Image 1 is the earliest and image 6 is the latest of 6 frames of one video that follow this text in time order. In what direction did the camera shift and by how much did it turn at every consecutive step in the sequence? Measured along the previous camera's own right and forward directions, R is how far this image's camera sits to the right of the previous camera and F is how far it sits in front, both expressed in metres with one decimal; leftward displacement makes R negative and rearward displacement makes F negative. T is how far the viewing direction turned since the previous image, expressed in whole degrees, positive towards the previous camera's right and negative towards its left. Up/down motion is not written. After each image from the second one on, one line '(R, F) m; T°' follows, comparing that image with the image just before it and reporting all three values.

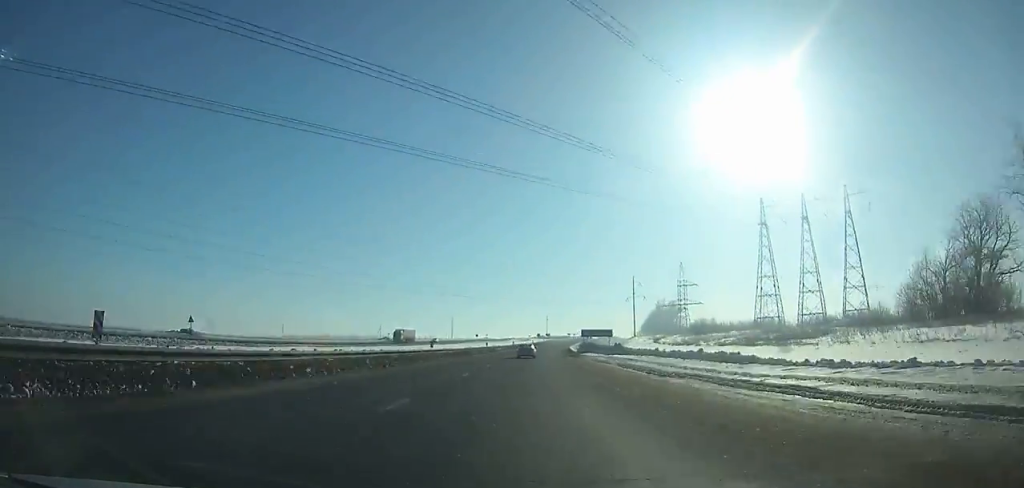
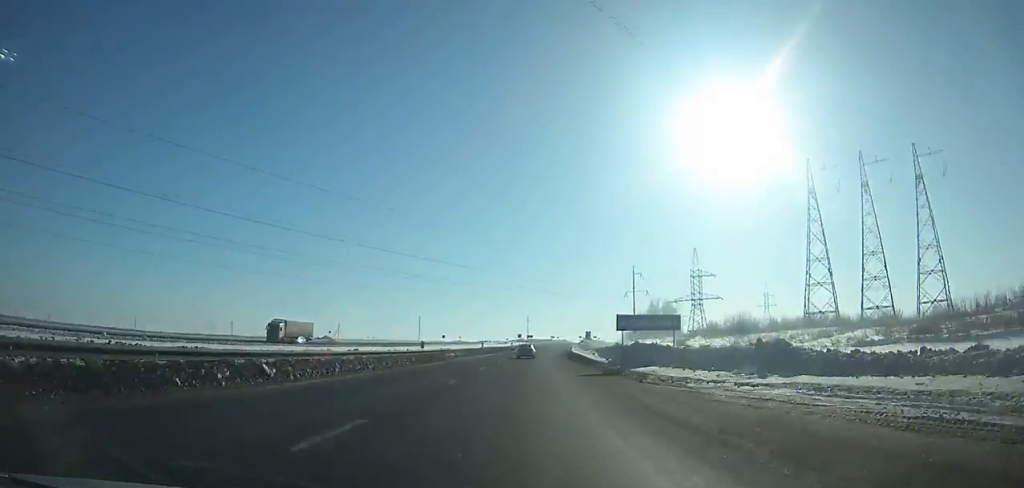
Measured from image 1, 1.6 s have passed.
(+0.2, +39.4) m; +2°
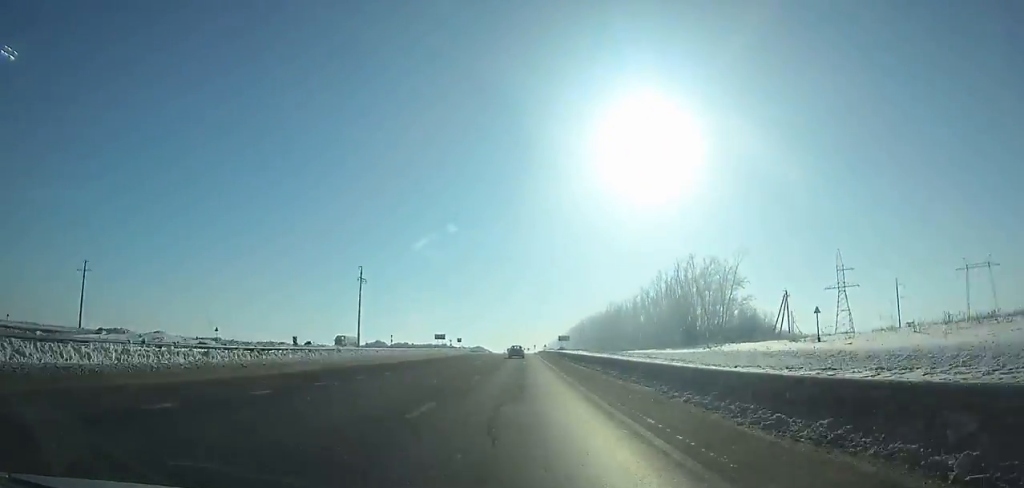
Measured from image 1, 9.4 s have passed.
(+14.1, +186.3) m; +7°
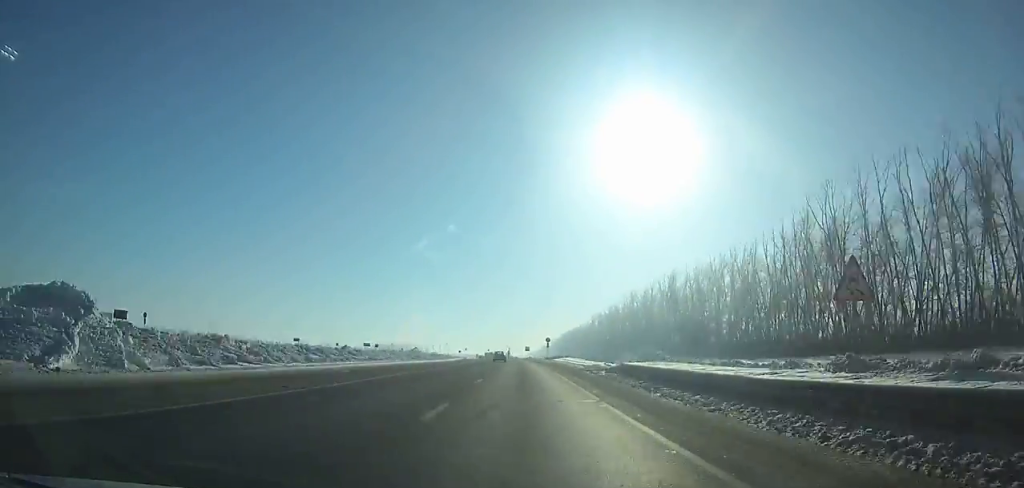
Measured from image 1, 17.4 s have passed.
(+0.5, +192.3) m; -1°
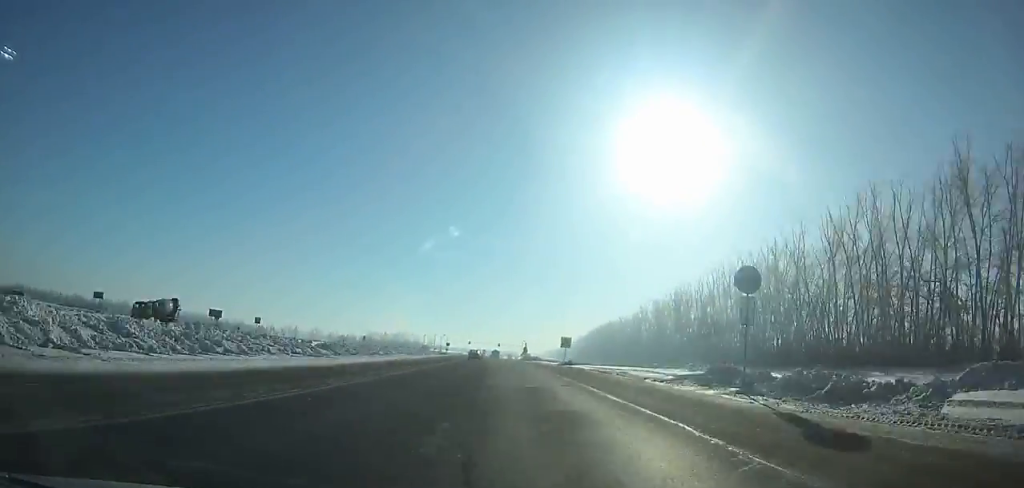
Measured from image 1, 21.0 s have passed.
(-1.3, +87.6) m; -2°
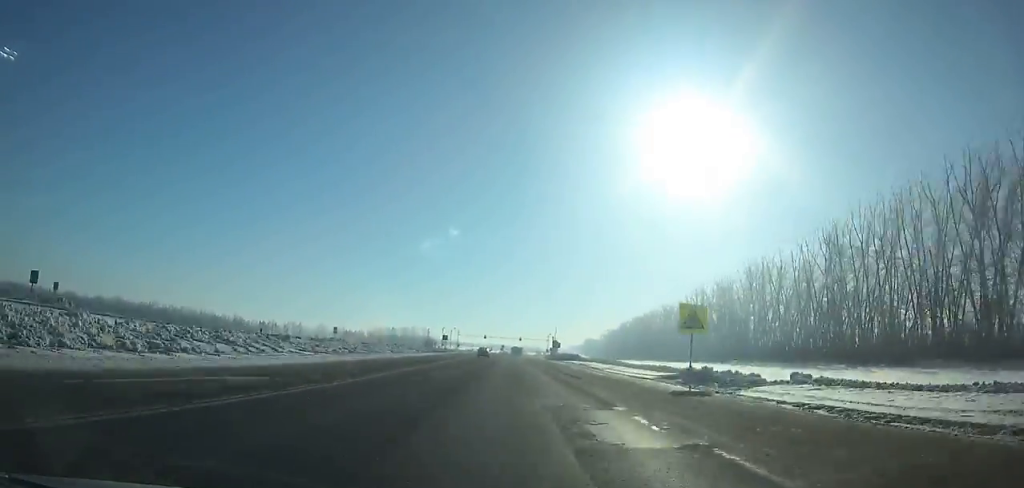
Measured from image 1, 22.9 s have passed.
(-0.4, +46.4) m; -1°
